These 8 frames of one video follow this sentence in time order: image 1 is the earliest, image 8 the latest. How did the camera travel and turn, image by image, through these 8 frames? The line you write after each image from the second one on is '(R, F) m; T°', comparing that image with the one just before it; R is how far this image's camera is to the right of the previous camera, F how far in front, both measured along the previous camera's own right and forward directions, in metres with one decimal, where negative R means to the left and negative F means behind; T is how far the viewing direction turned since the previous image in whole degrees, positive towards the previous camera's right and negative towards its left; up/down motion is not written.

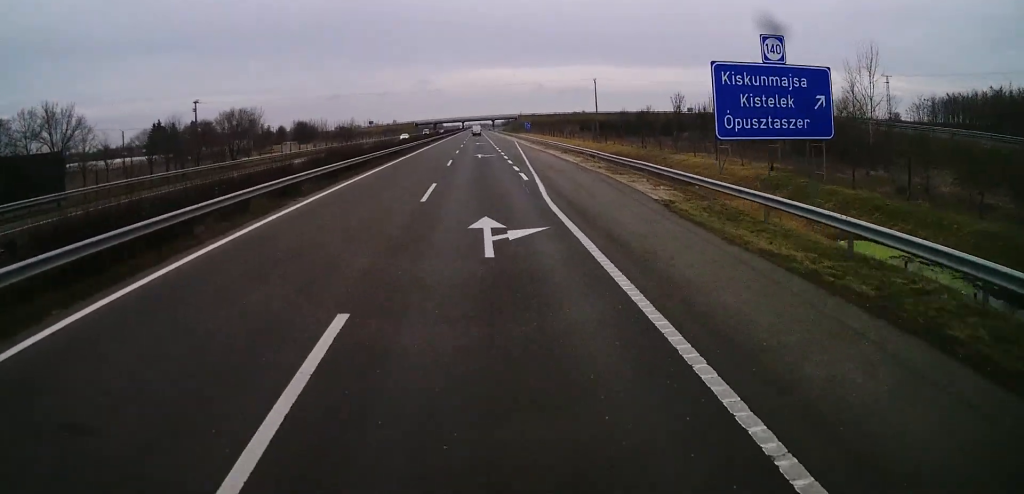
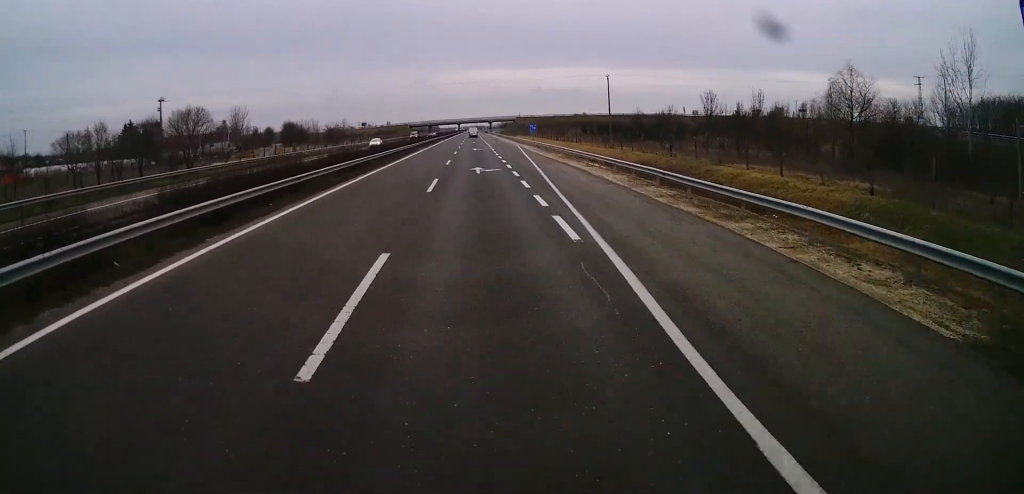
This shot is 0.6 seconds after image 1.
(+0.1, +13.9) m; 0°
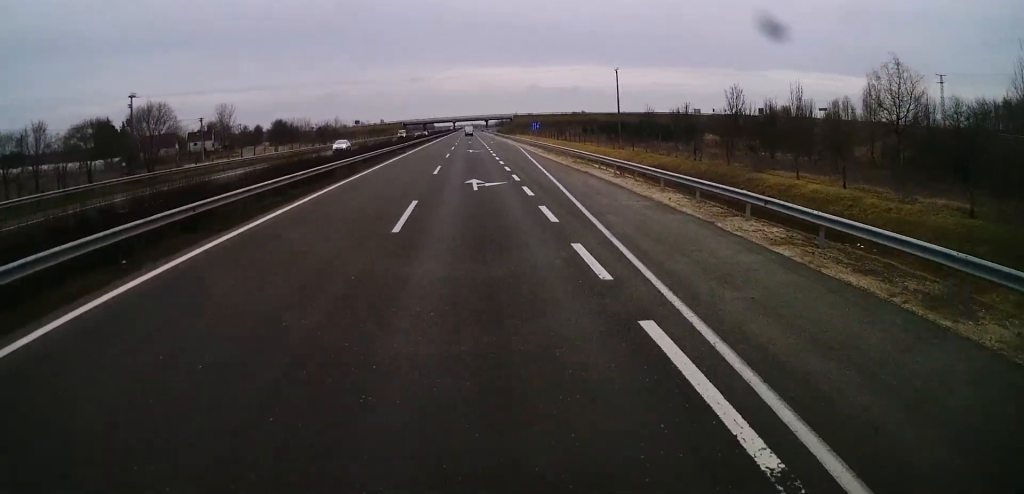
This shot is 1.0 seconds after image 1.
(+0.1, +9.2) m; 0°
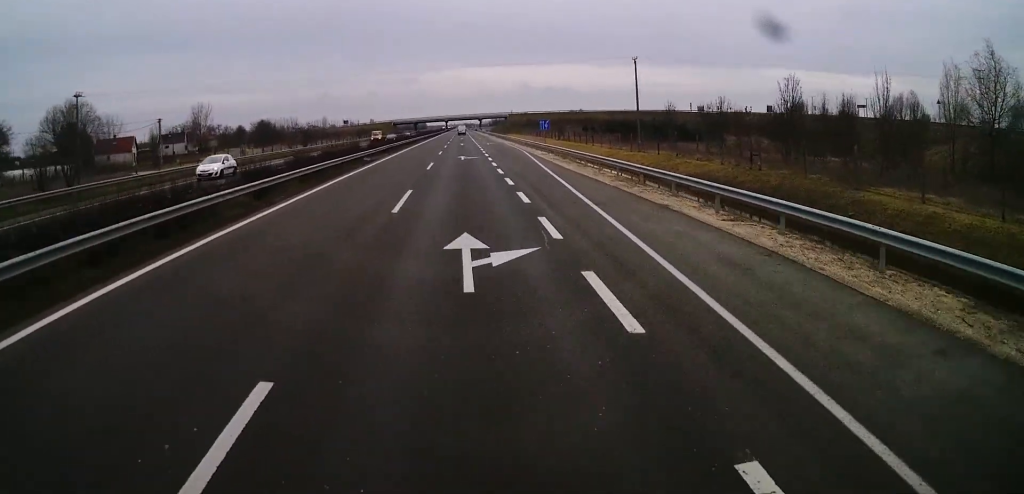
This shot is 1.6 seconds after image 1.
(-0.1, +14.7) m; 0°
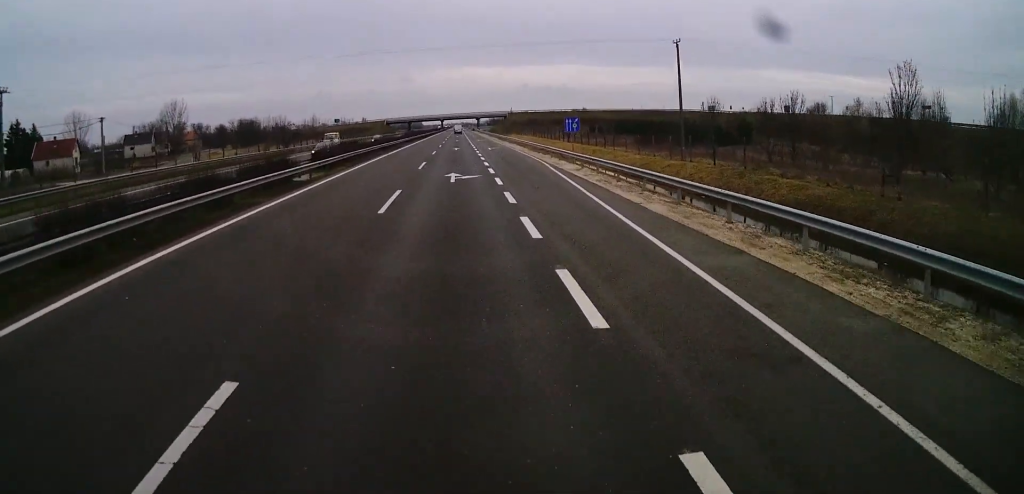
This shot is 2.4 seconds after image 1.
(-0.1, +17.7) m; 0°
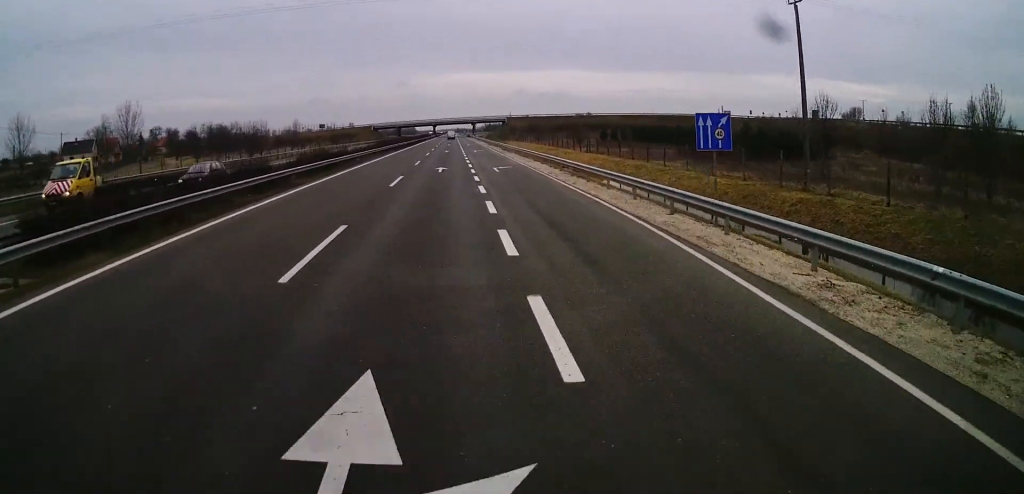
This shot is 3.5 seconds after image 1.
(+0.3, +25.4) m; +1°
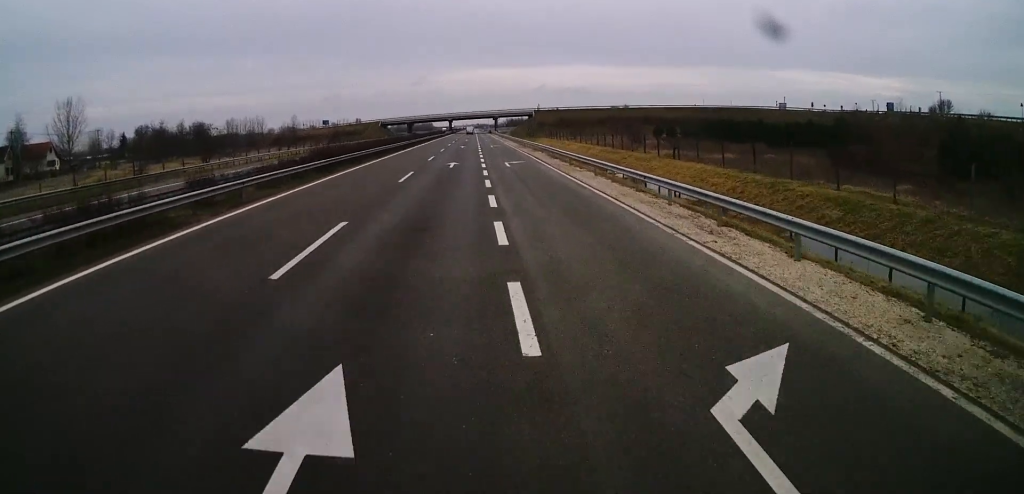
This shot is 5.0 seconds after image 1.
(0.0, +35.4) m; 0°
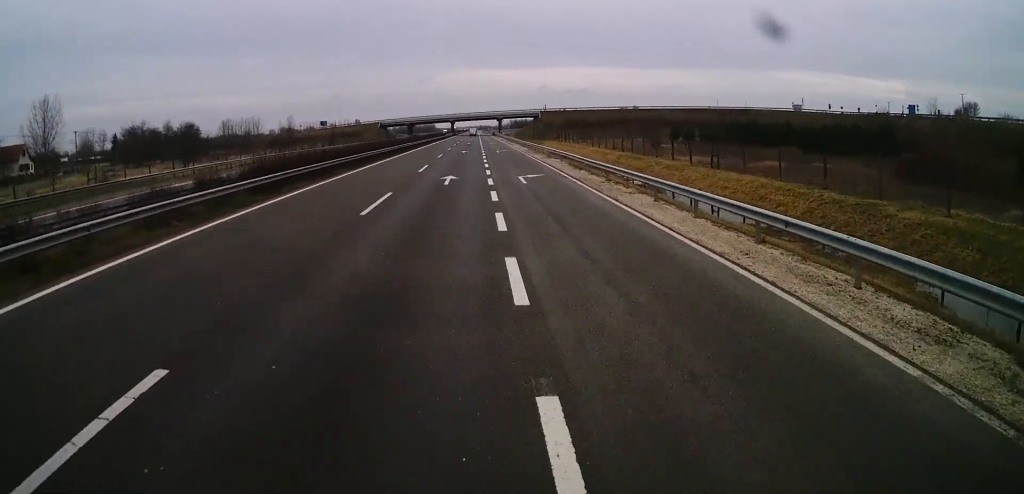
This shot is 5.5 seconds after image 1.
(0.0, +10.0) m; 0°
